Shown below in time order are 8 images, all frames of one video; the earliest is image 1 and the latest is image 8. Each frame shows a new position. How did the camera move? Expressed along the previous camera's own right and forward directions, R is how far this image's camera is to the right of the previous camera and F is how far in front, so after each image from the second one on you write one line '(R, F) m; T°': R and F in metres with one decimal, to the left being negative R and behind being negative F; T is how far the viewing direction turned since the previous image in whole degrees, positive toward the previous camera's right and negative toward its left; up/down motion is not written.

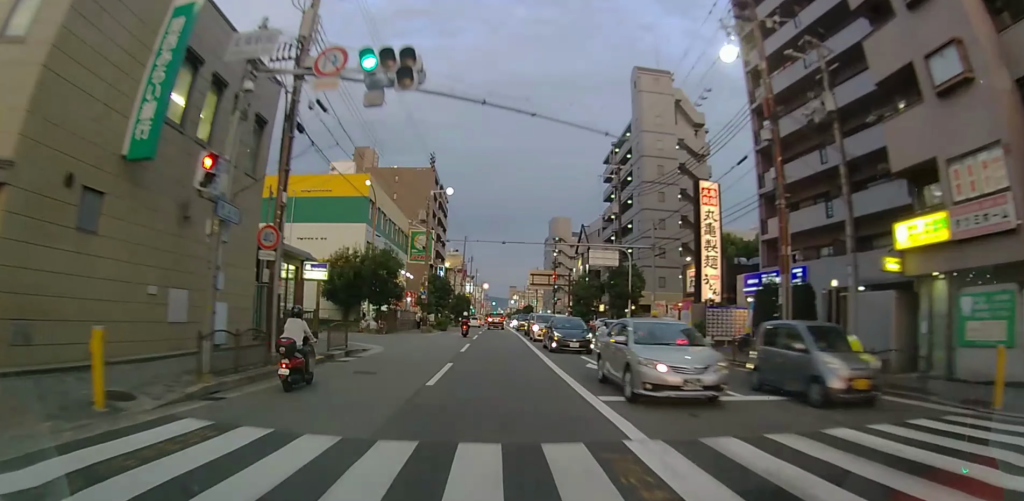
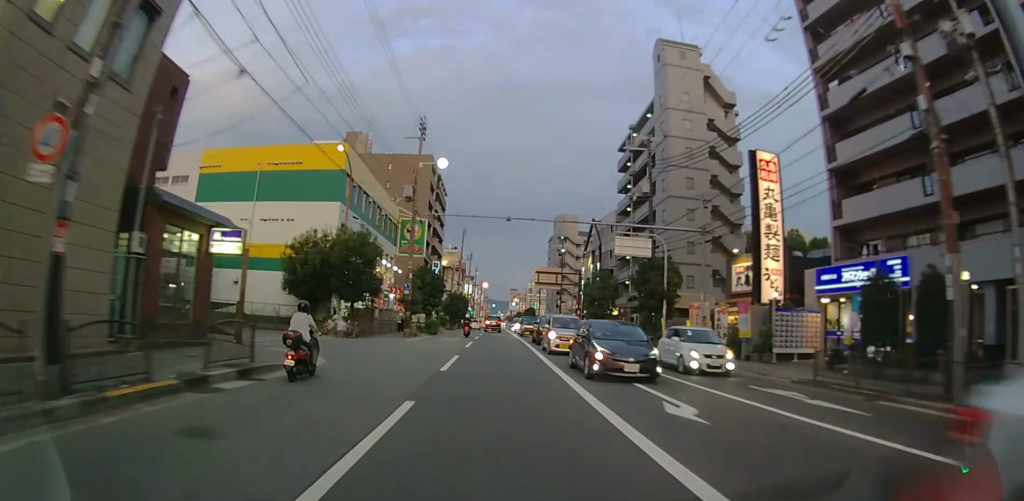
(0.0, +7.1) m; -1°
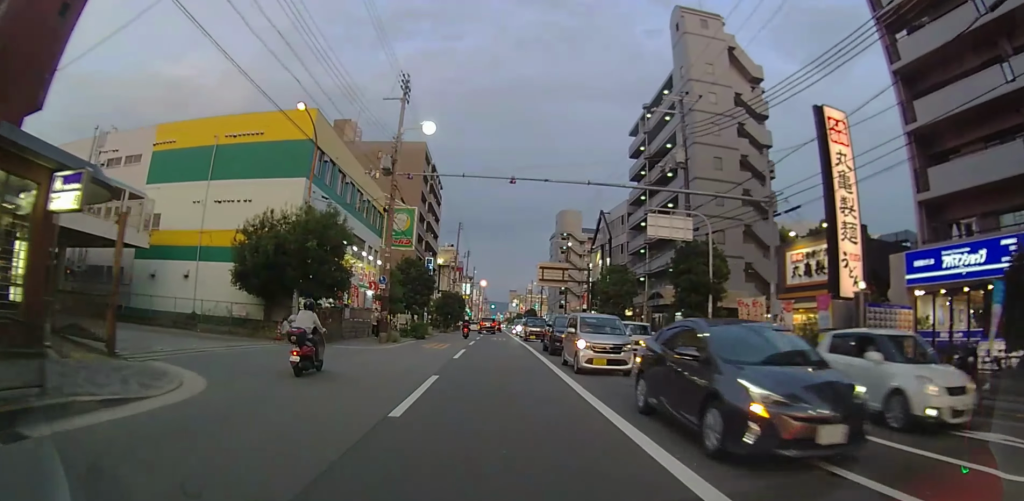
(0.0, +6.4) m; -1°
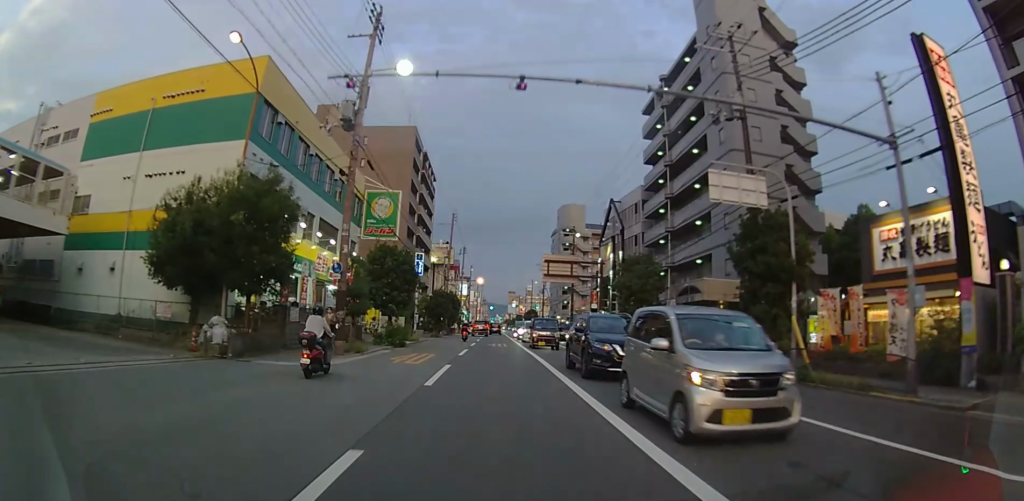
(-0.1, +6.8) m; 0°
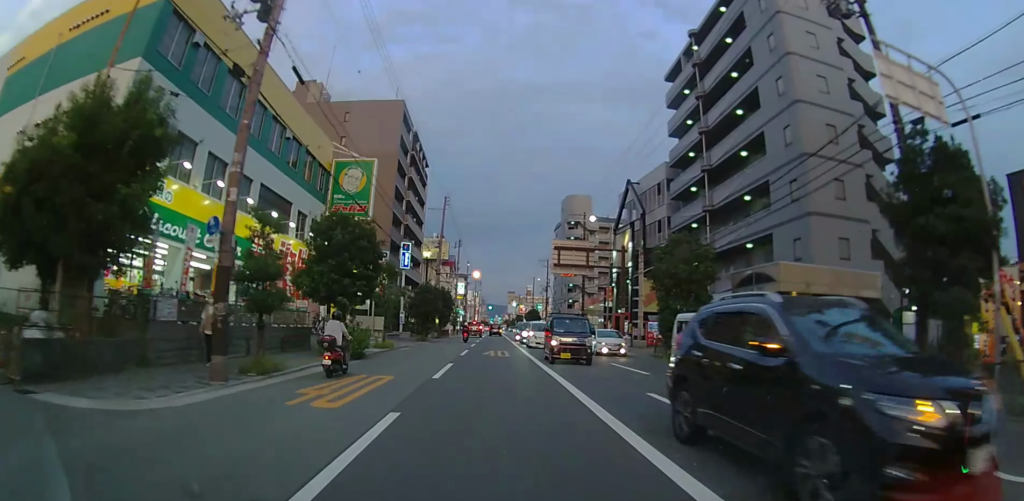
(0.0, +8.1) m; +1°
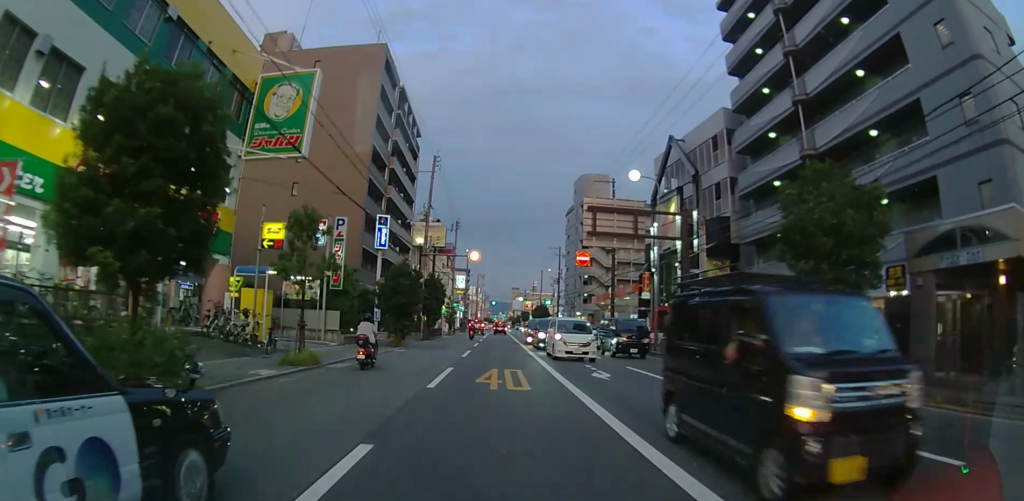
(+0.1, +11.9) m; -1°
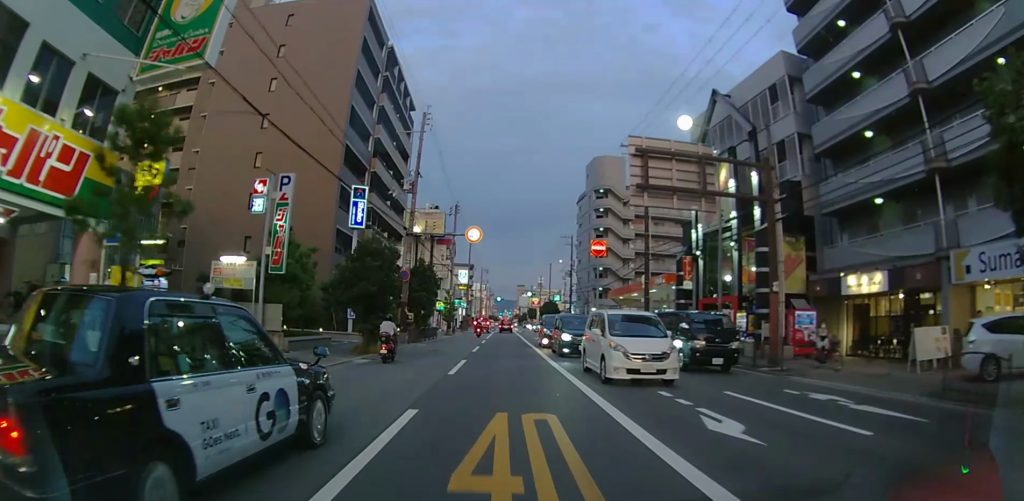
(-0.1, +8.0) m; -1°
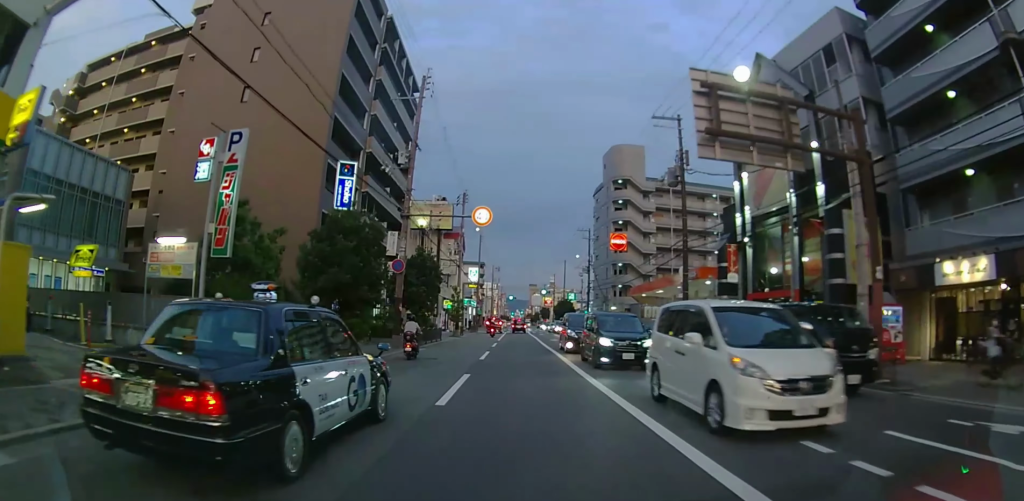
(0.0, +4.8) m; 0°
